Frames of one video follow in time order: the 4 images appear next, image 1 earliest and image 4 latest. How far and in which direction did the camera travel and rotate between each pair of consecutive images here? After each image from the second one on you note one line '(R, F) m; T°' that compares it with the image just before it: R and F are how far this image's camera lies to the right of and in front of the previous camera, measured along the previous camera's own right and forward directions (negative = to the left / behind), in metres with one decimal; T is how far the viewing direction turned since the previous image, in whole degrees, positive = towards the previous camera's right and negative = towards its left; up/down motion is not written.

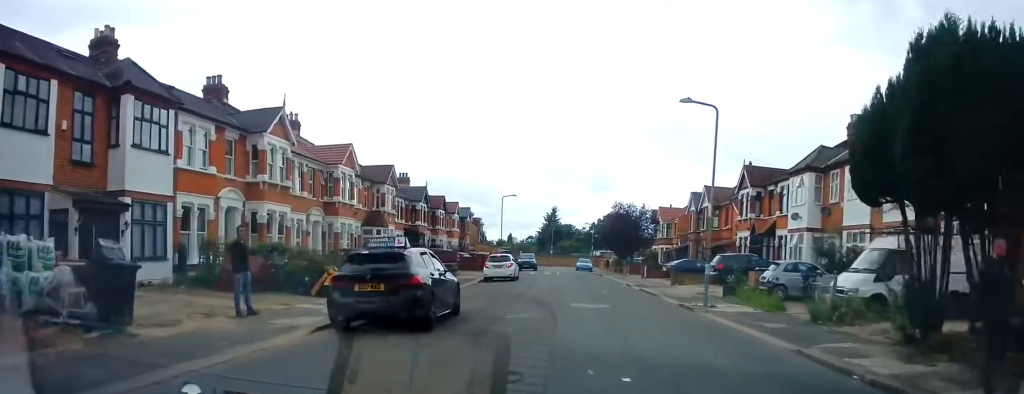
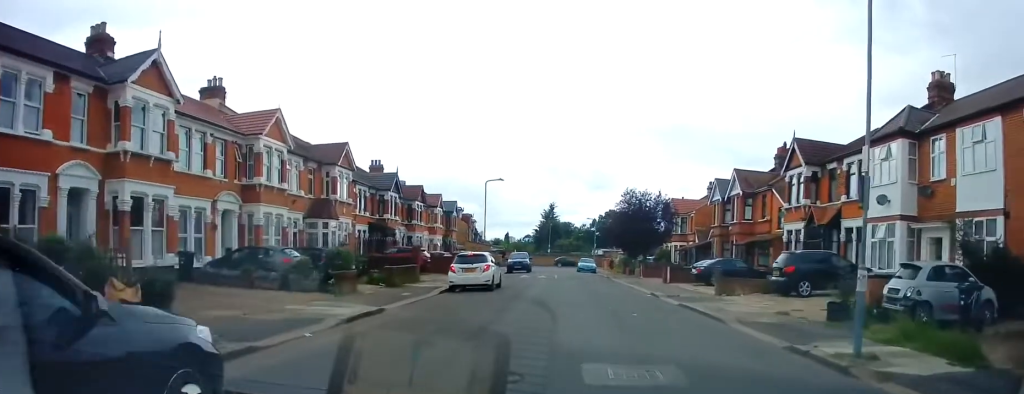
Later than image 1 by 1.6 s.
(+0.4, +9.4) m; +5°
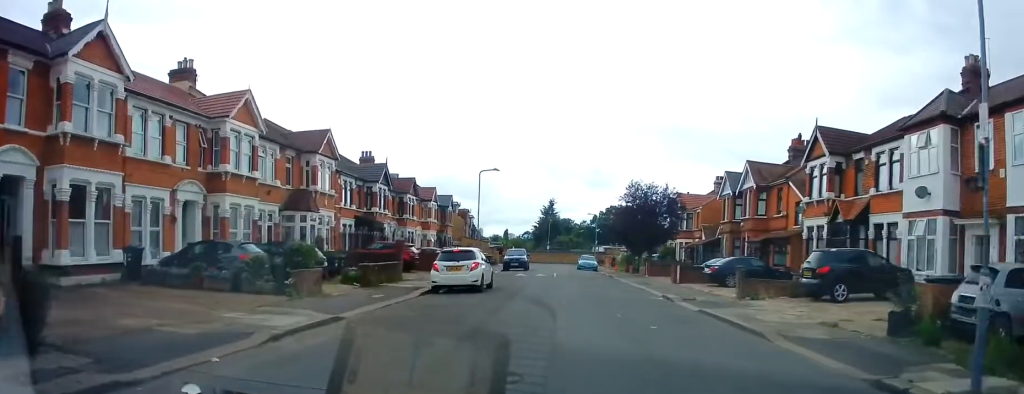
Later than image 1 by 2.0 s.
(+0.3, +2.8) m; 0°
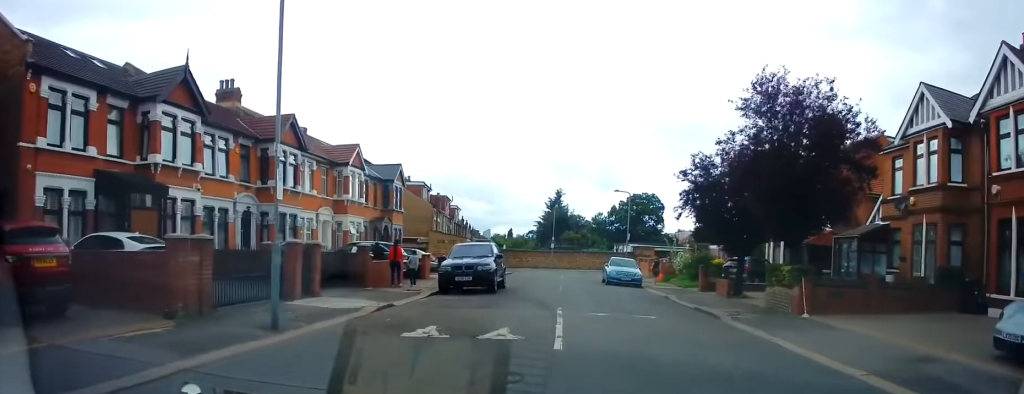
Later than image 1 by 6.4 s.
(-1.0, +25.6) m; -1°
